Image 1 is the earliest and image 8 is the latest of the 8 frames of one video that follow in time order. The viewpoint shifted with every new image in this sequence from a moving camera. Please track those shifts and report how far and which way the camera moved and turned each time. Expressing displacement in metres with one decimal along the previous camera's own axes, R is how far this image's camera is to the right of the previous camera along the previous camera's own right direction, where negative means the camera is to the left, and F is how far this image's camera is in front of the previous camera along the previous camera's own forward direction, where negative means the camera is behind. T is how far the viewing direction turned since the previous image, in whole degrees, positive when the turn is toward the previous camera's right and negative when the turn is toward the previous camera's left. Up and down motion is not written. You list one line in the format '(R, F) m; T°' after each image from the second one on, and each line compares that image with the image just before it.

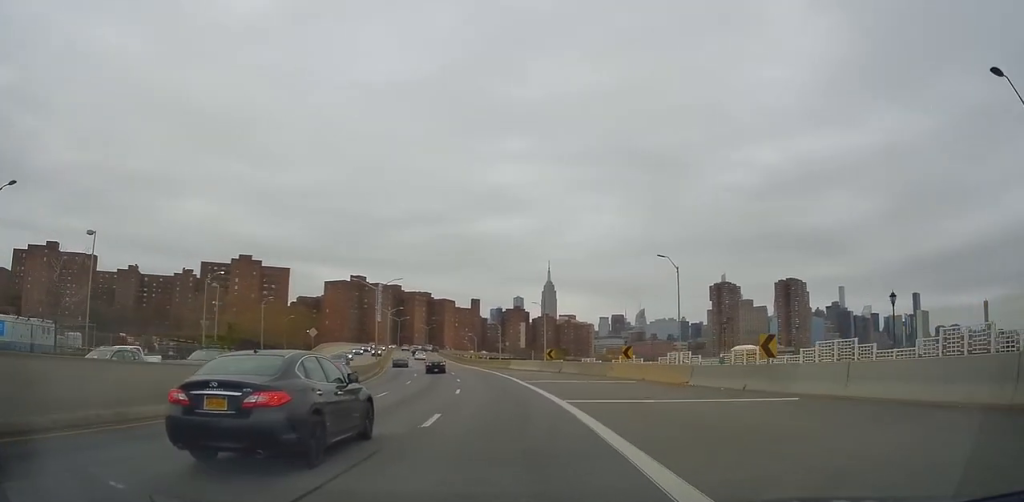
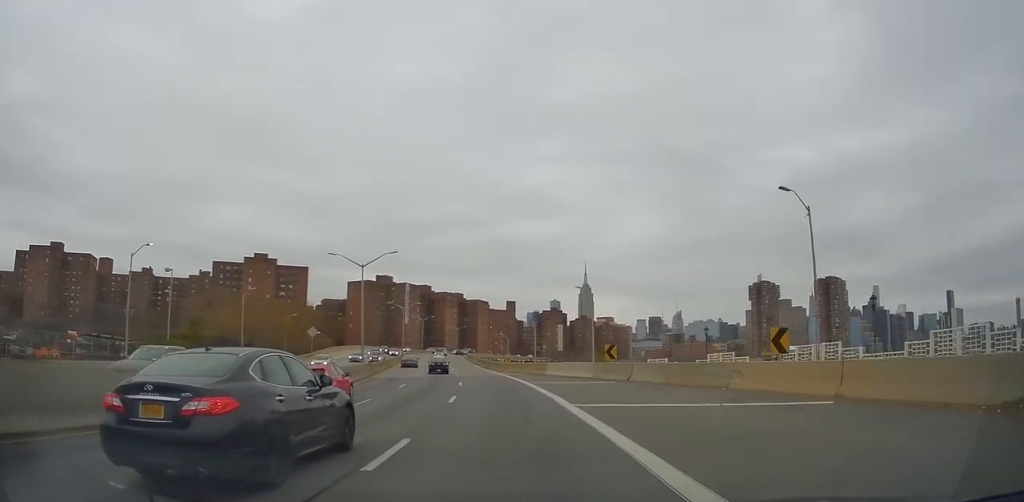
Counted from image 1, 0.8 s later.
(-0.6, +17.5) m; -4°
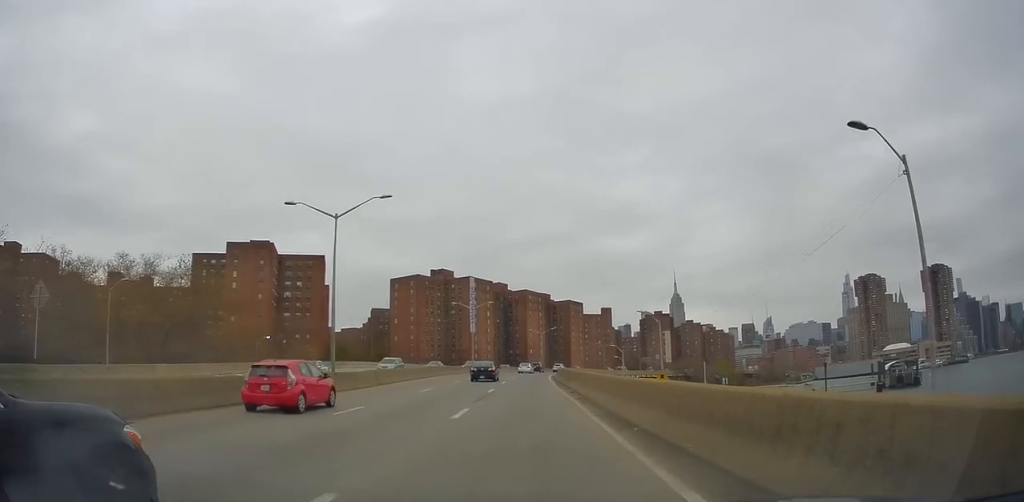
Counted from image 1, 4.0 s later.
(-10.2, +69.7) m; -15°
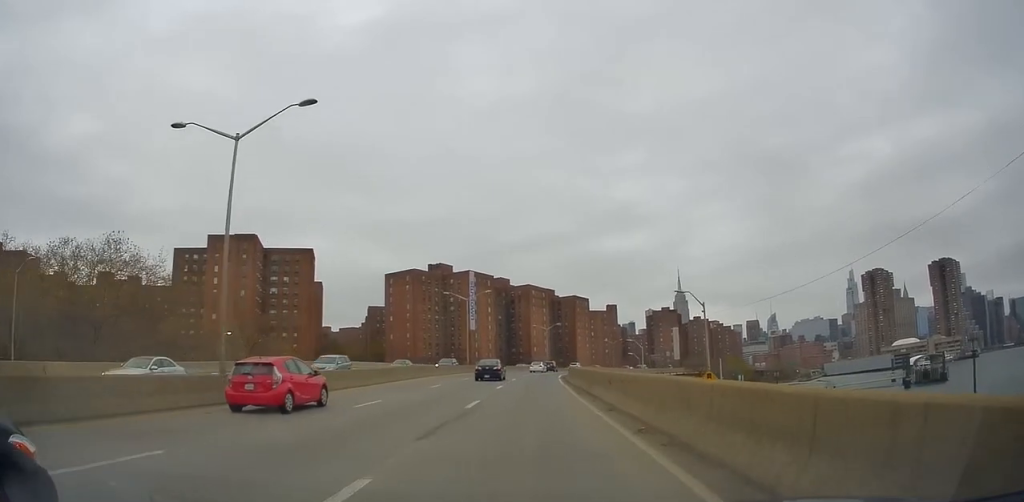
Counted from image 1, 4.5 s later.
(0.0, +11.2) m; -1°
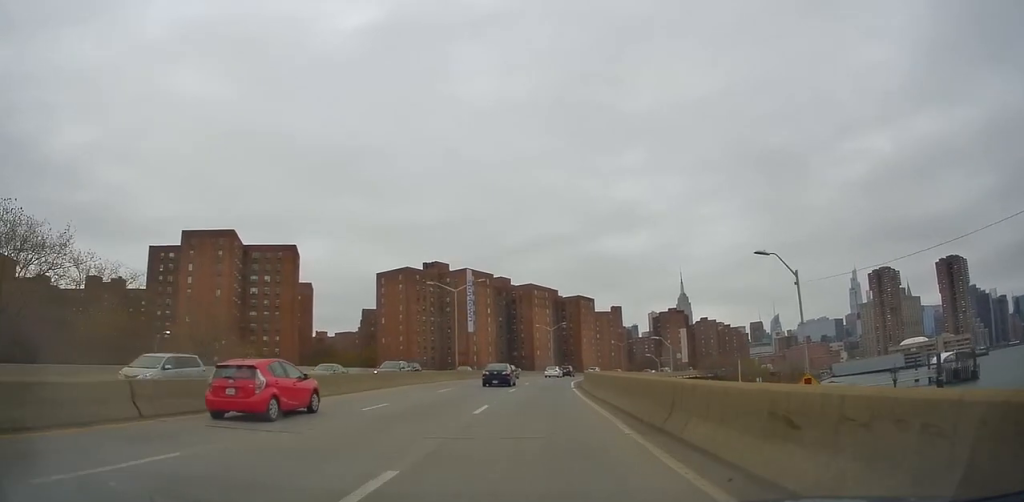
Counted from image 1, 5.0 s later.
(-0.3, +12.6) m; -2°
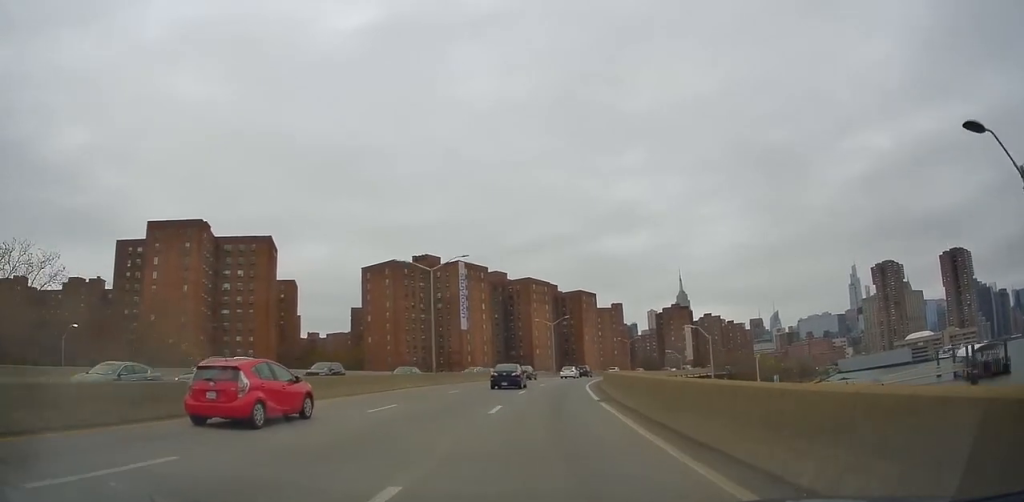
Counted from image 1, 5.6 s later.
(-0.2, +13.0) m; -1°
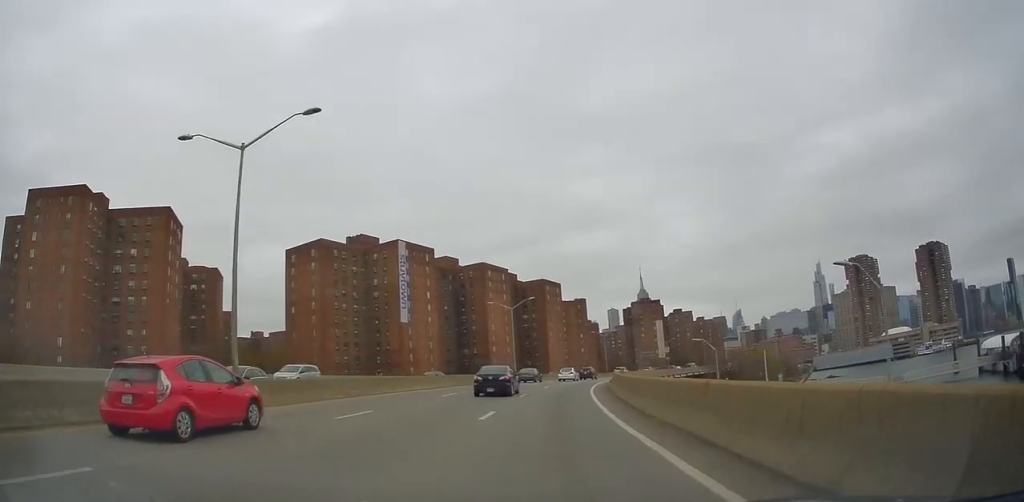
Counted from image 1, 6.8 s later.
(-0.4, +26.9) m; 0°
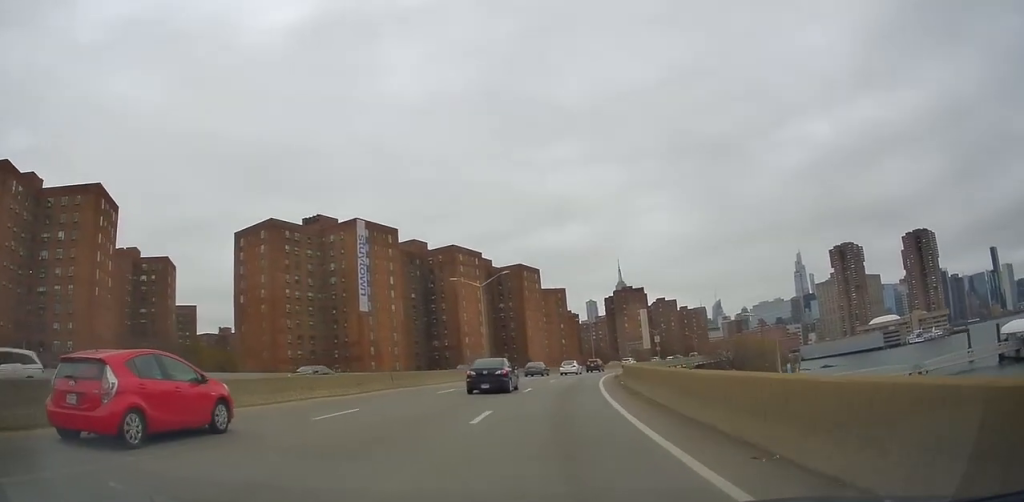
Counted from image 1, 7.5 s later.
(+0.1, +15.3) m; +1°
